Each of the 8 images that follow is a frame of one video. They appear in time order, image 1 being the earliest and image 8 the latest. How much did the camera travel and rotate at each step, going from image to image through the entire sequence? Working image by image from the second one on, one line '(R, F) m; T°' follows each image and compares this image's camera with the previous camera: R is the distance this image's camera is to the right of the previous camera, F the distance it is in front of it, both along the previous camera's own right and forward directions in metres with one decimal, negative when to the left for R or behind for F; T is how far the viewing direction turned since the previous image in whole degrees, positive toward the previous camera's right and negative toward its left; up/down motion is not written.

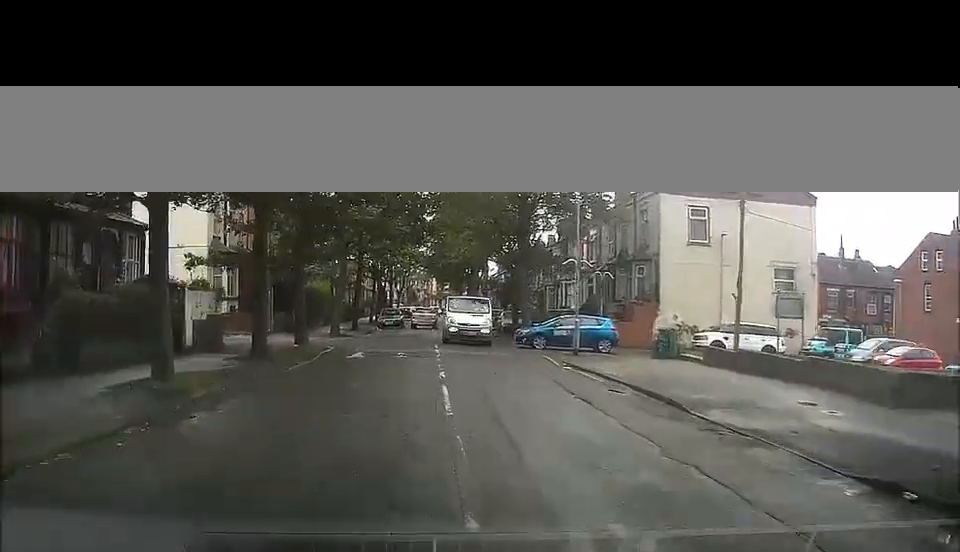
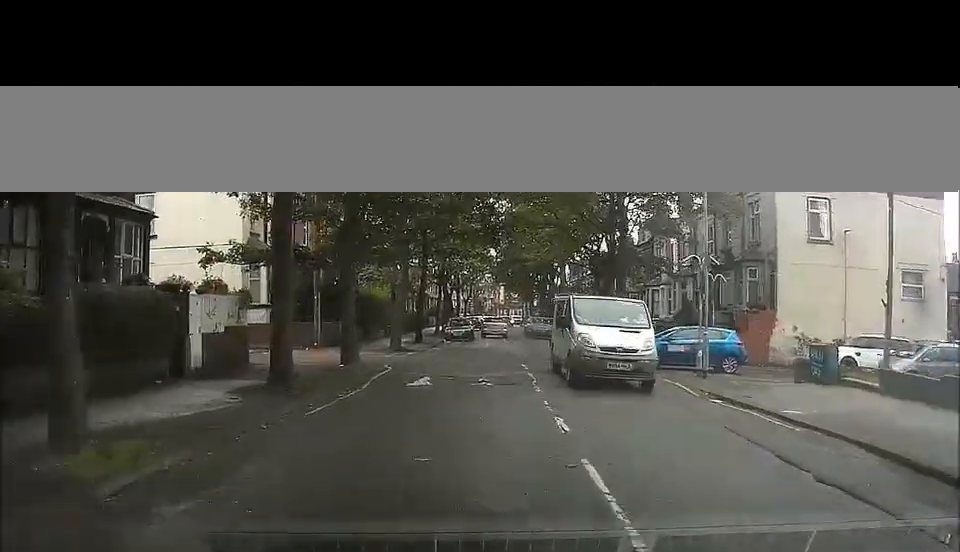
(0.0, +6.7) m; -1°
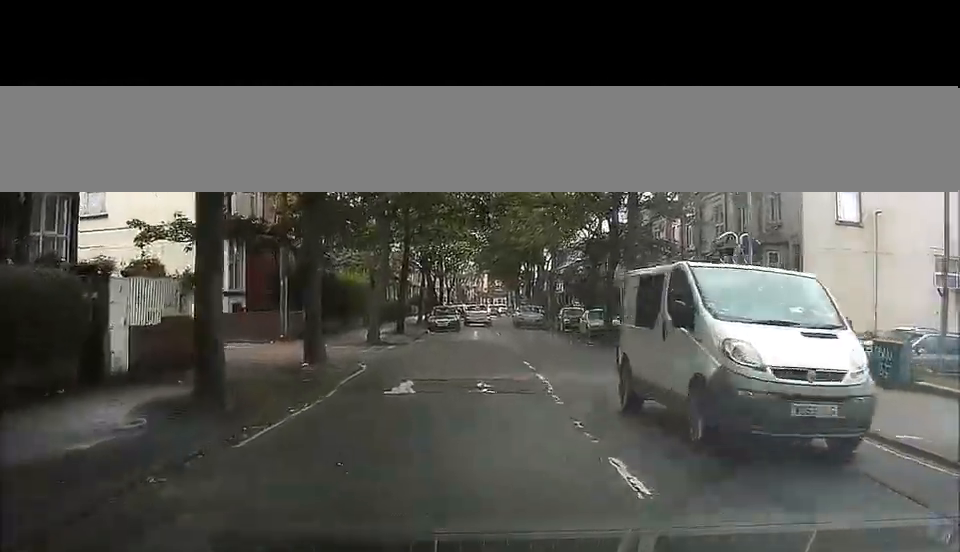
(0.0, +4.1) m; 0°
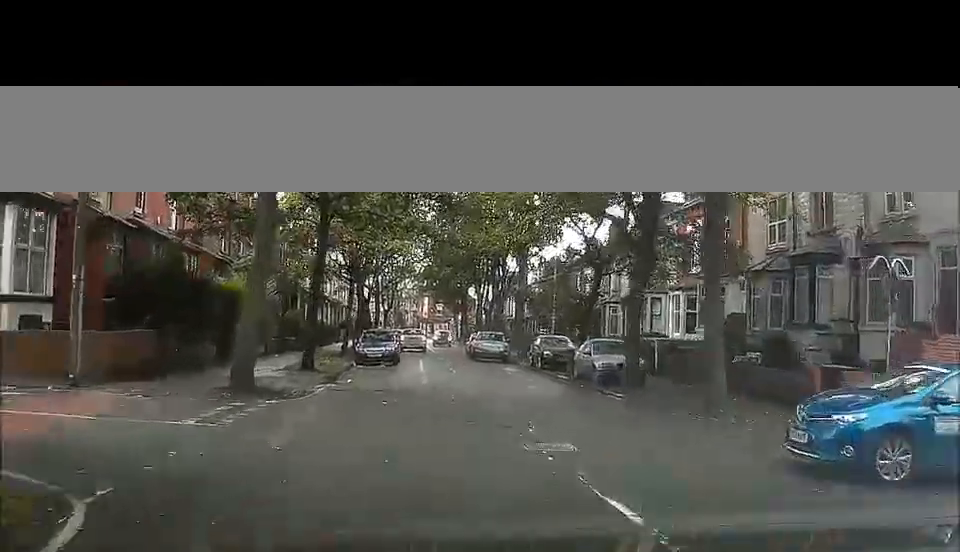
(+0.2, +13.0) m; +4°
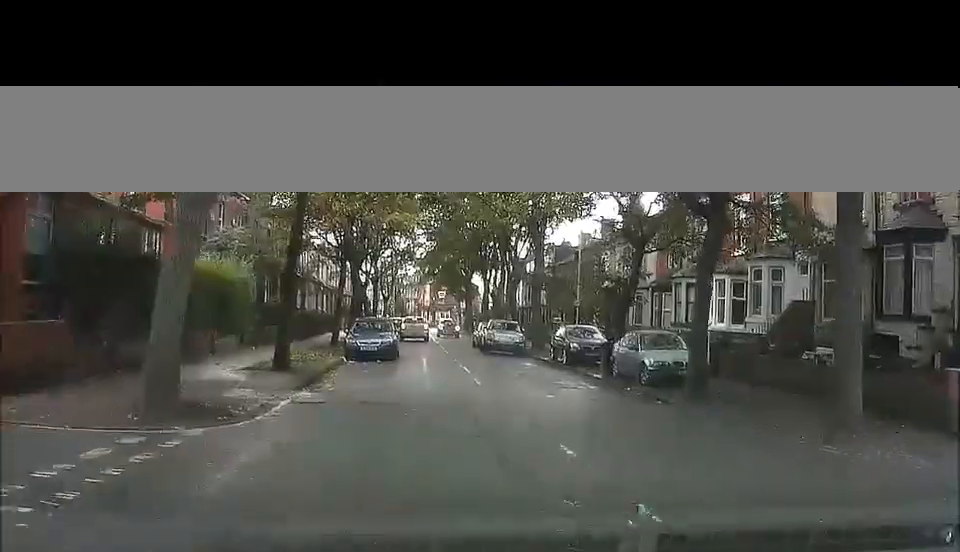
(+0.2, +5.2) m; +4°
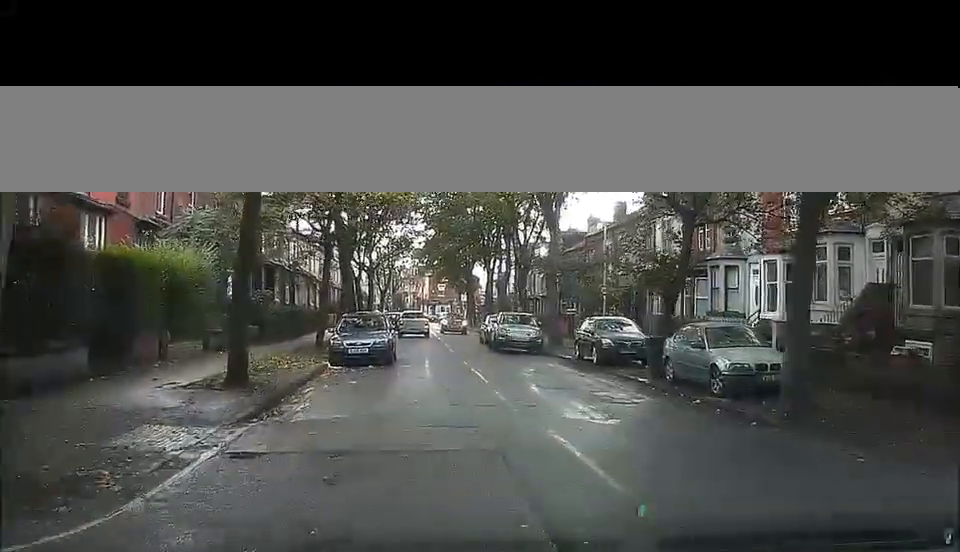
(+0.2, +4.9) m; +2°
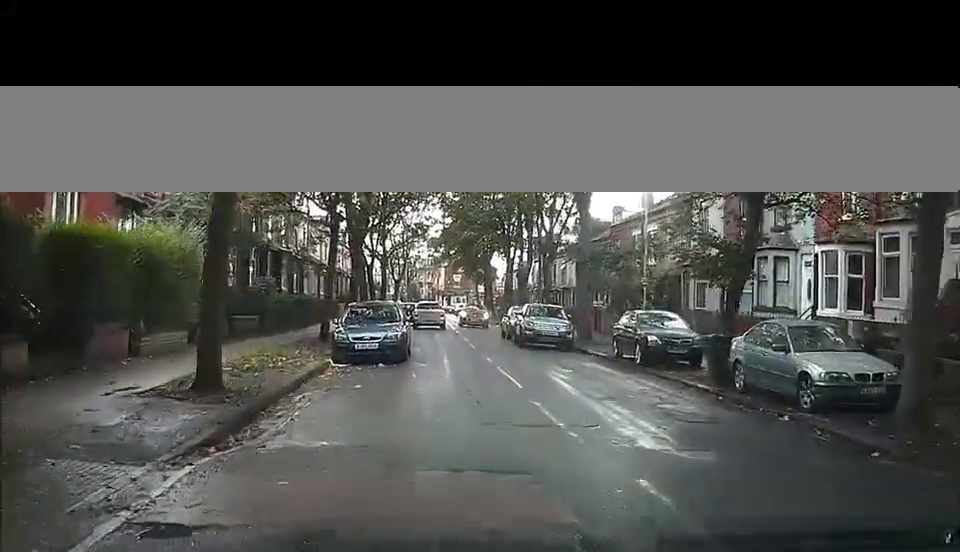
(+0.2, +3.4) m; 0°
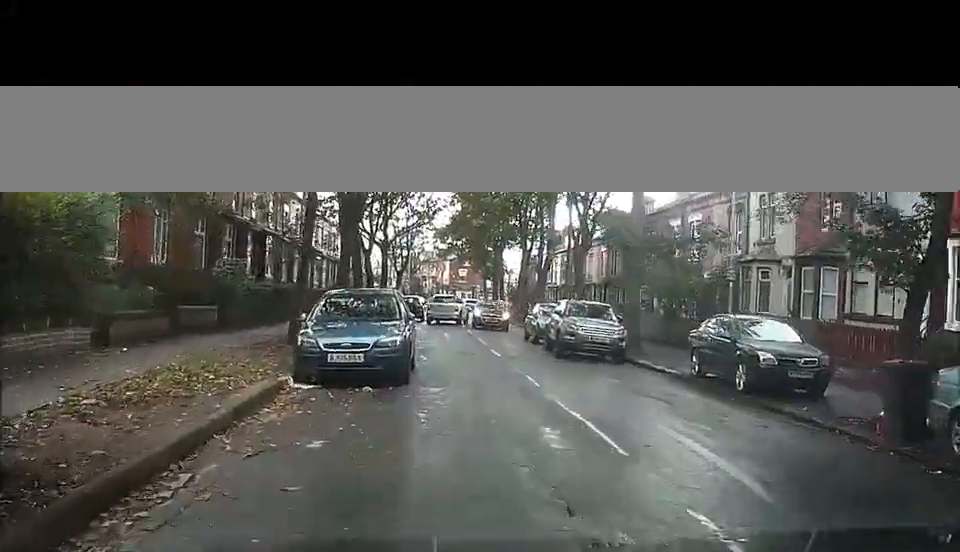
(-0.4, +7.0) m; +2°
